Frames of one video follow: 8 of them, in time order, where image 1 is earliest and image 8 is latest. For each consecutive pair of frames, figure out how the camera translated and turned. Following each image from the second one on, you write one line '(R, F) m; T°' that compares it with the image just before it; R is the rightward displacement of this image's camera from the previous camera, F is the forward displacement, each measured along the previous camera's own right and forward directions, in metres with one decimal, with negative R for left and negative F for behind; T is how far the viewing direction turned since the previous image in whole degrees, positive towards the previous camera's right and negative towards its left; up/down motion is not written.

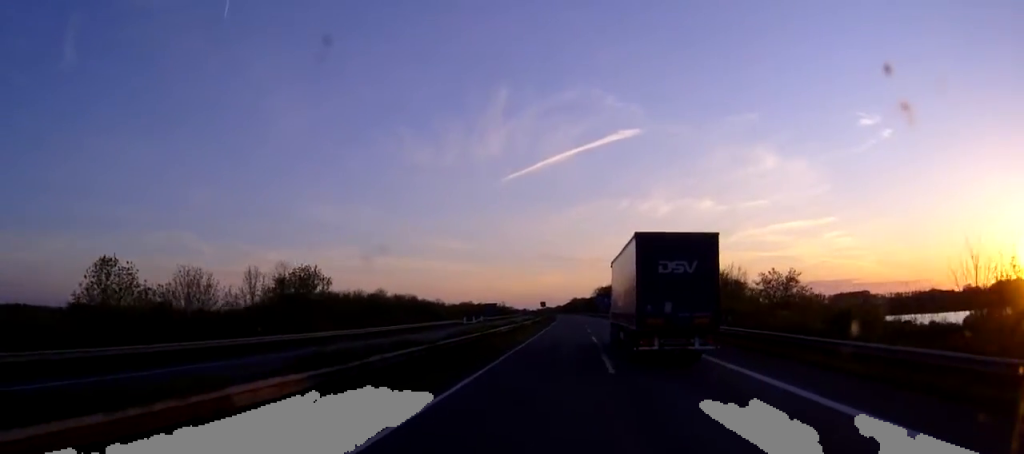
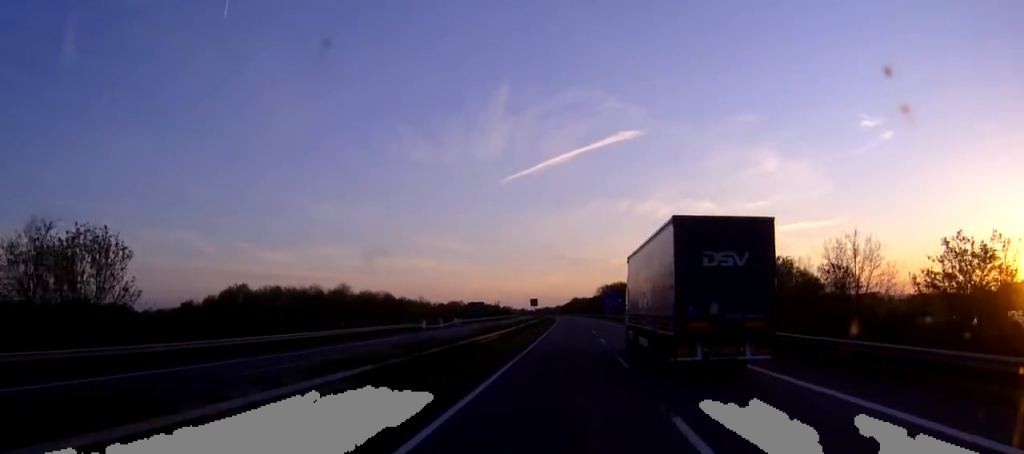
(0.0, +32.1) m; 0°
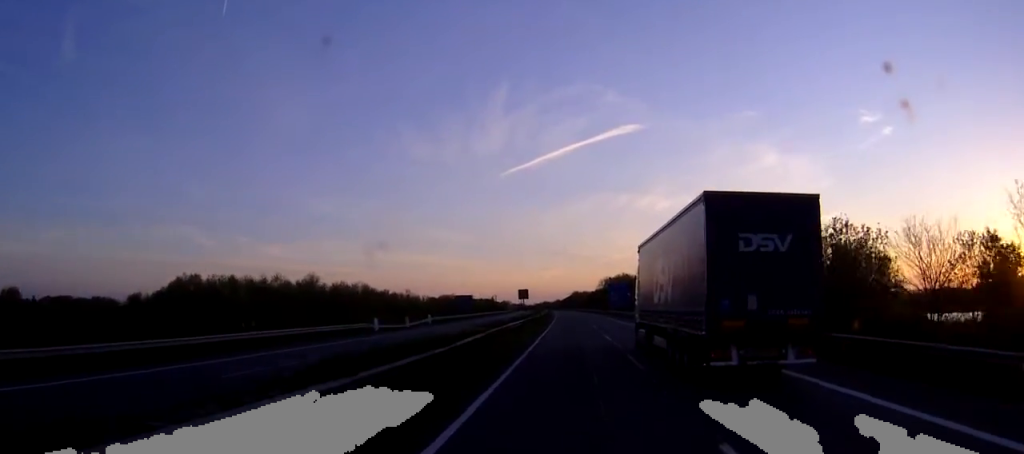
(0.0, +20.2) m; 0°
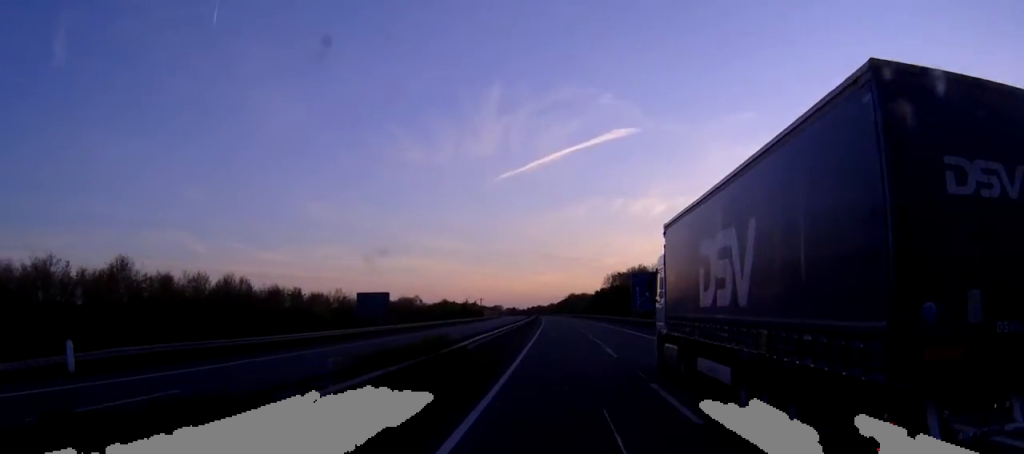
(+0.4, +63.3) m; 0°
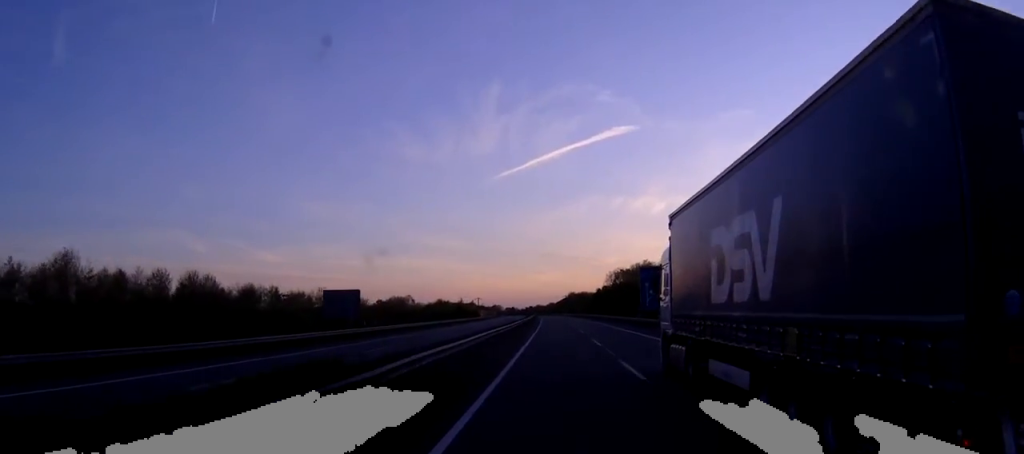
(0.0, +11.0) m; 0°
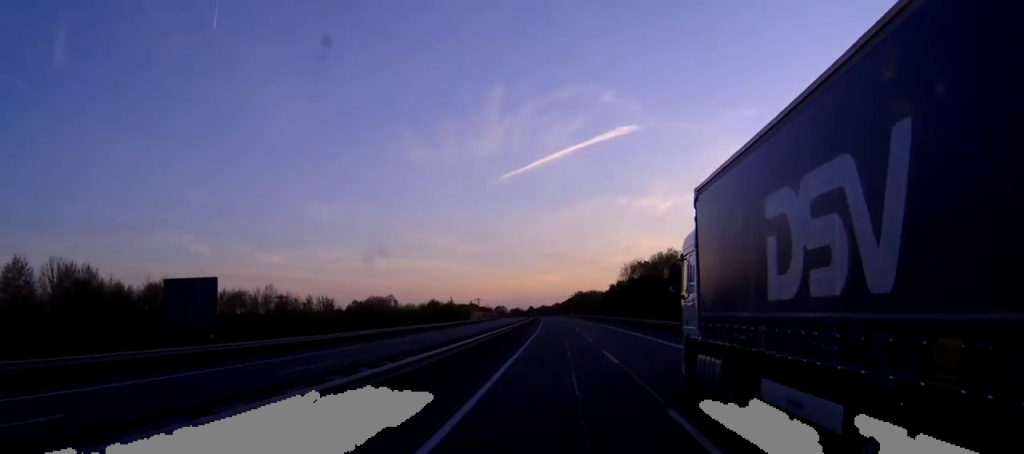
(-0.1, +29.3) m; -1°
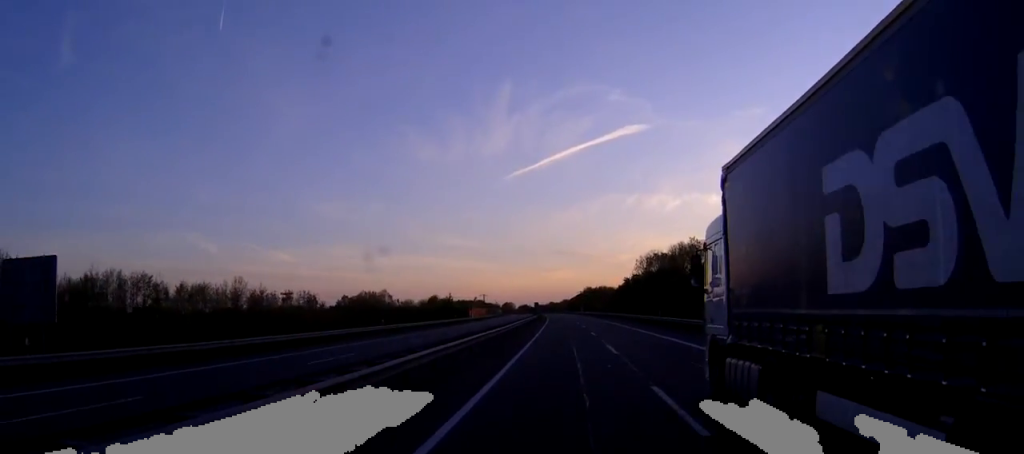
(-0.1, +14.7) m; 0°
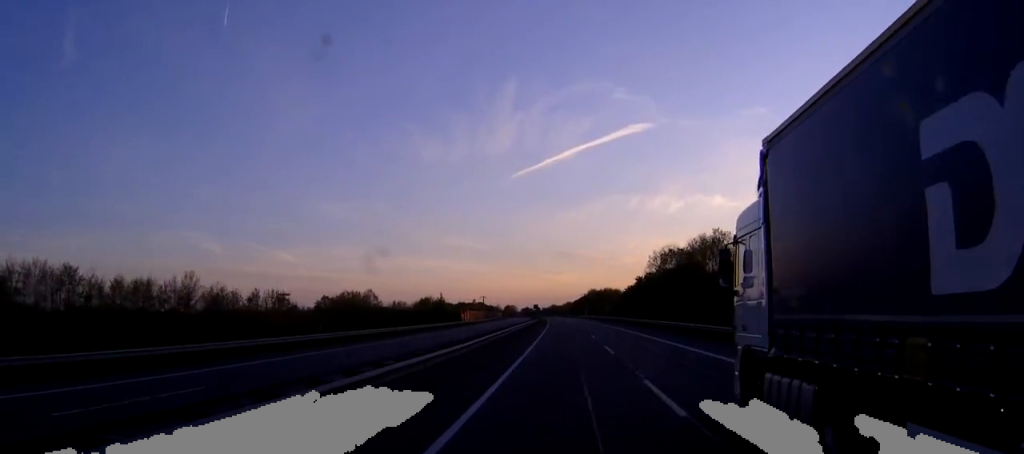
(0.0, +15.6) m; 0°
